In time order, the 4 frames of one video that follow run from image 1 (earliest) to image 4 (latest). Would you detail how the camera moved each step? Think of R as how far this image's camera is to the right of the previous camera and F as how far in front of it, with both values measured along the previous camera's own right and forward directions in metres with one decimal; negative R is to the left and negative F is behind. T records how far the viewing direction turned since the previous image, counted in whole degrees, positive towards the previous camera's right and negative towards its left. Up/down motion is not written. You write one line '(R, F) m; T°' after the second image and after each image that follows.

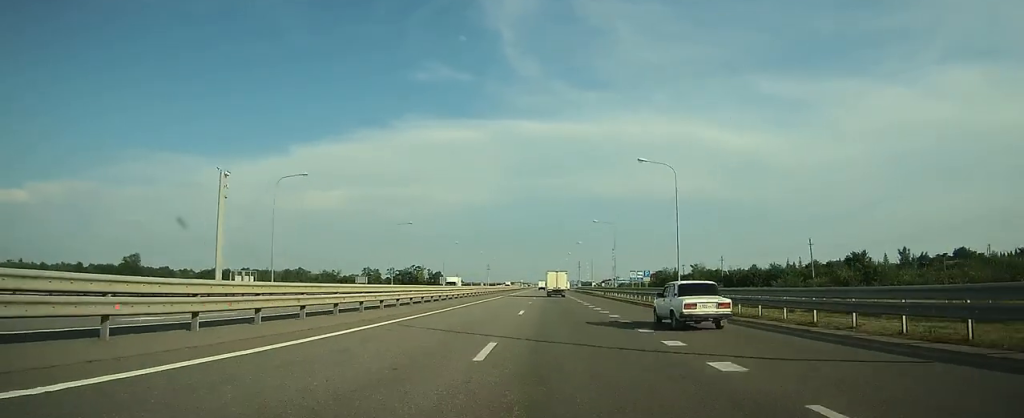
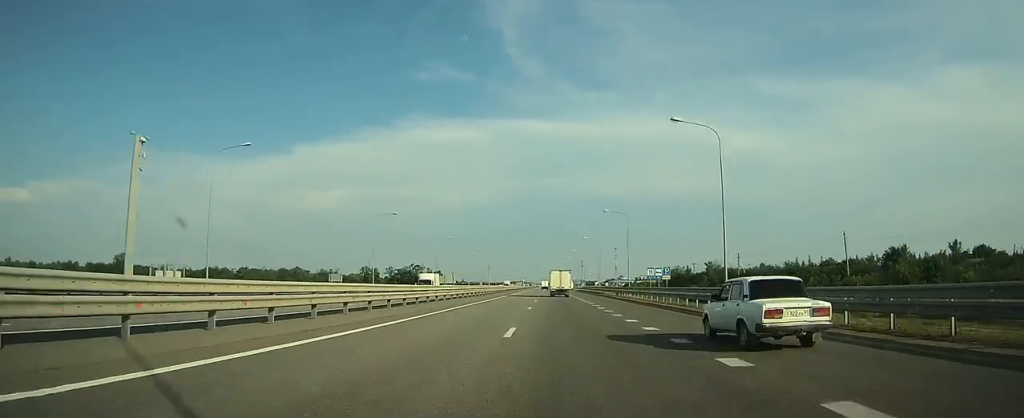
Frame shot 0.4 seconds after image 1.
(0.0, +11.6) m; 0°
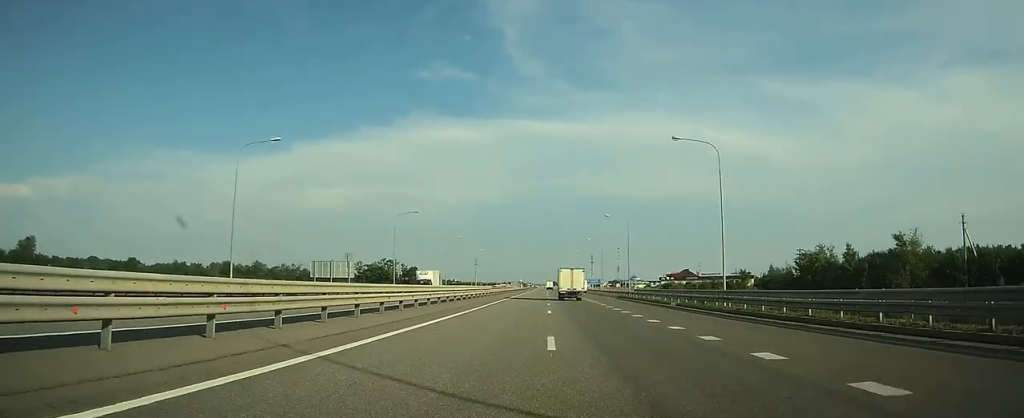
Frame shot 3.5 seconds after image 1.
(-0.3, +82.1) m; 0°
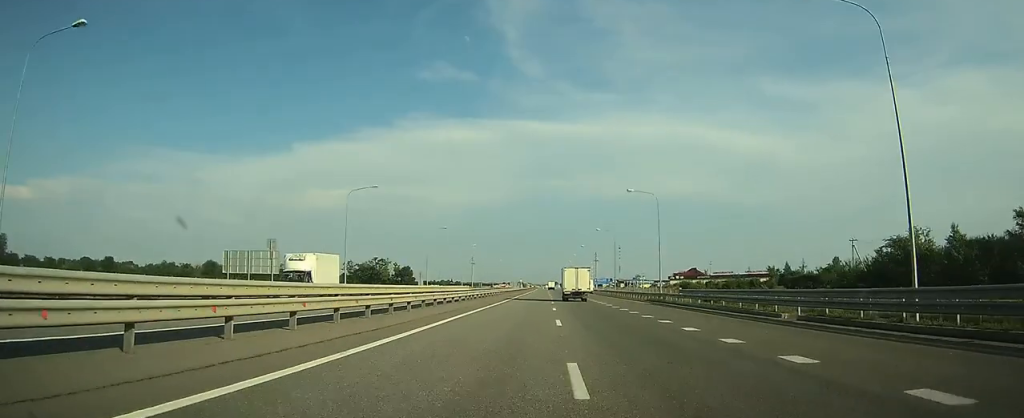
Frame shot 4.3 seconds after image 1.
(0.0, +20.6) m; 0°
